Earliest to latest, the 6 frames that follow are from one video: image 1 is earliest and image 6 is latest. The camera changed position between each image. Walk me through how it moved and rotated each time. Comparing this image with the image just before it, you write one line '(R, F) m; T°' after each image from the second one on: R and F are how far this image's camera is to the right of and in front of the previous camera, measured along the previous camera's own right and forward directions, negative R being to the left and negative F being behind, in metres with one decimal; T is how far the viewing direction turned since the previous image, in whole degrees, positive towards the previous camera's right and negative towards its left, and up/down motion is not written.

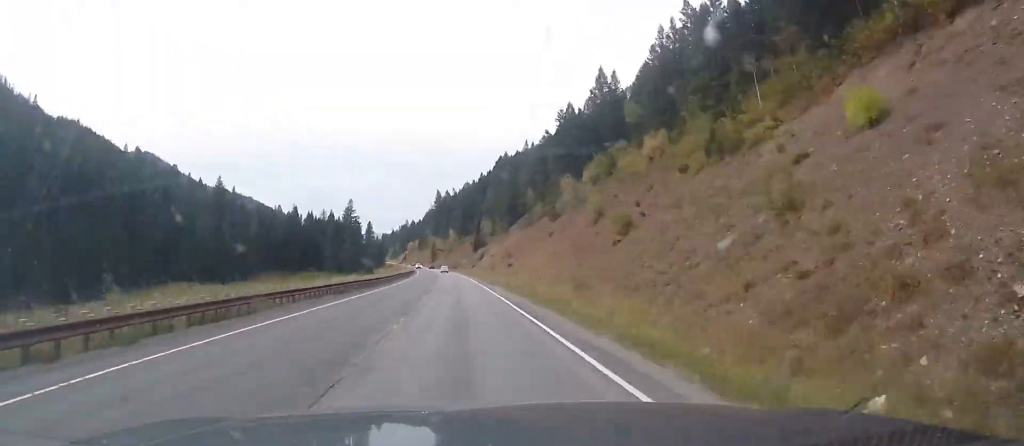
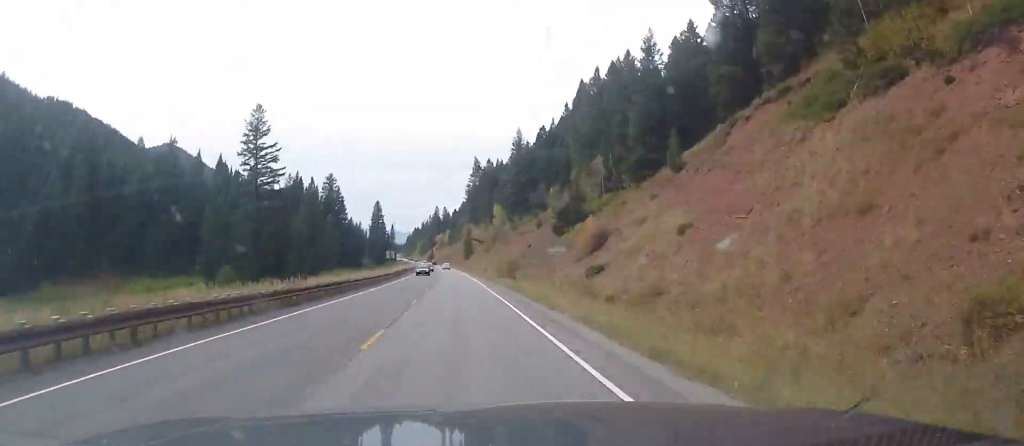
(-2.0, +119.8) m; -3°
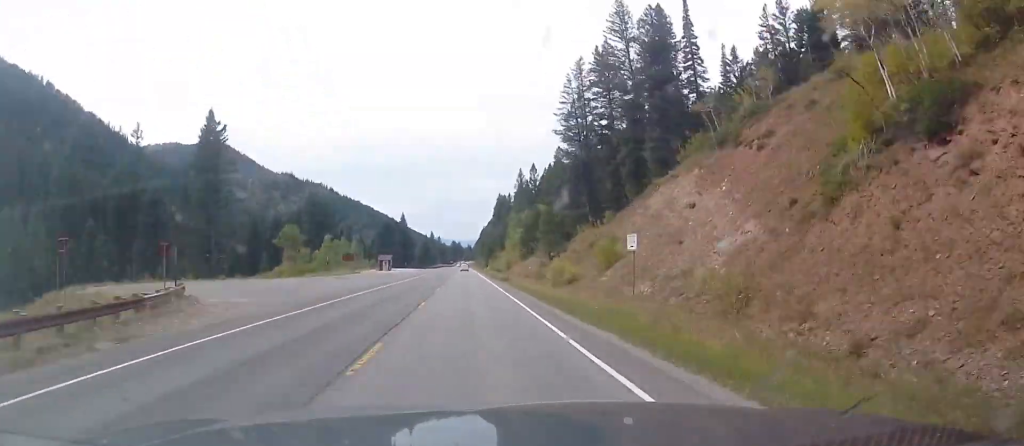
(-24.8, +358.7) m; -6°
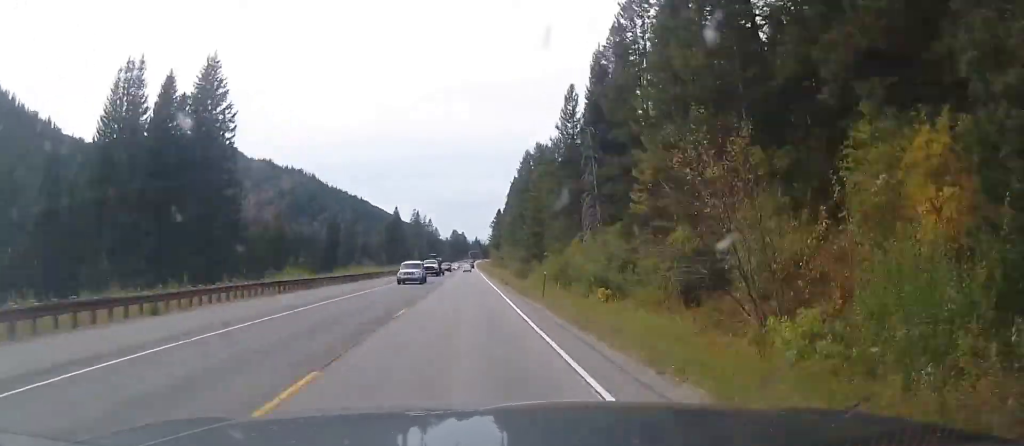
(-2.1, +214.3) m; -1°
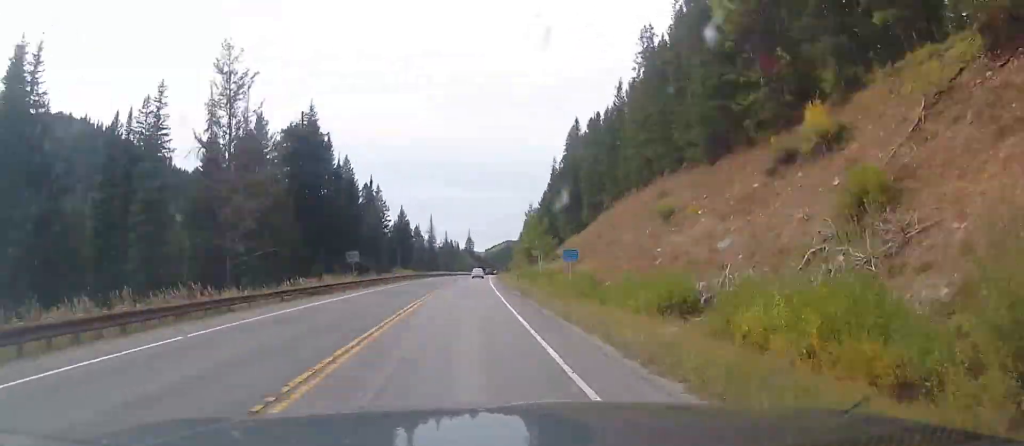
(+29.5, +518.4) m; +9°
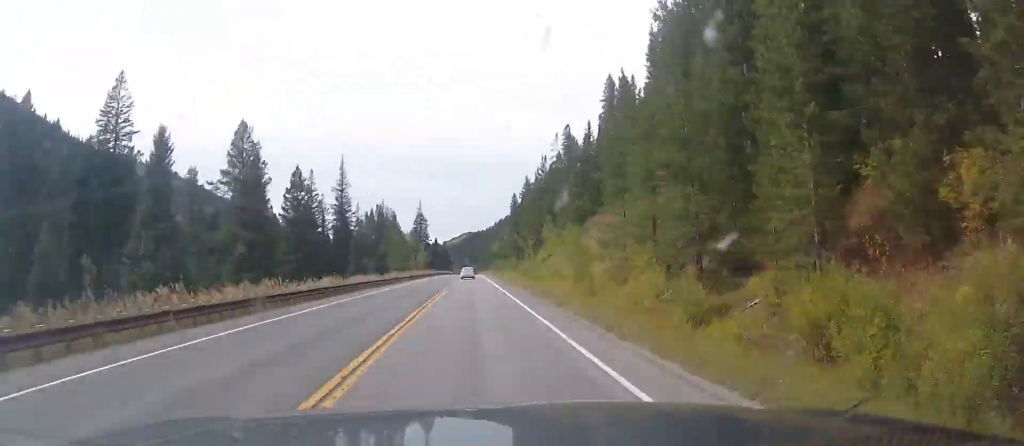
(+6.2, +129.0) m; +2°
